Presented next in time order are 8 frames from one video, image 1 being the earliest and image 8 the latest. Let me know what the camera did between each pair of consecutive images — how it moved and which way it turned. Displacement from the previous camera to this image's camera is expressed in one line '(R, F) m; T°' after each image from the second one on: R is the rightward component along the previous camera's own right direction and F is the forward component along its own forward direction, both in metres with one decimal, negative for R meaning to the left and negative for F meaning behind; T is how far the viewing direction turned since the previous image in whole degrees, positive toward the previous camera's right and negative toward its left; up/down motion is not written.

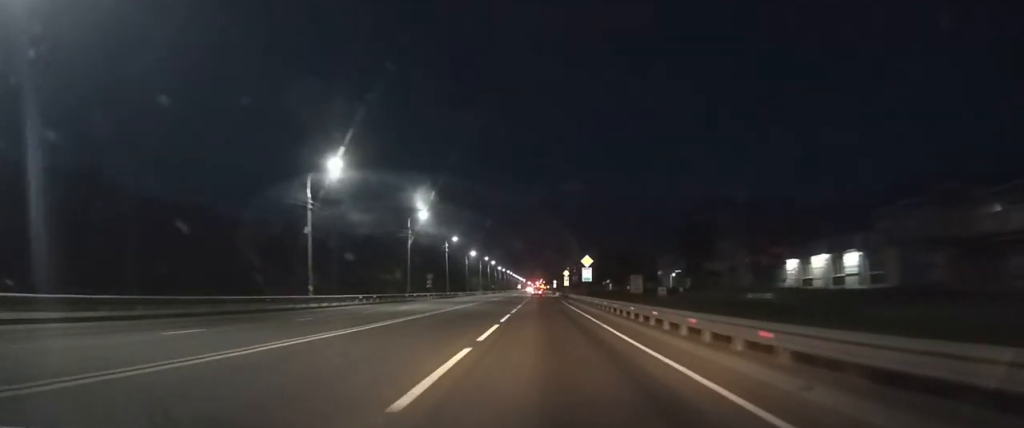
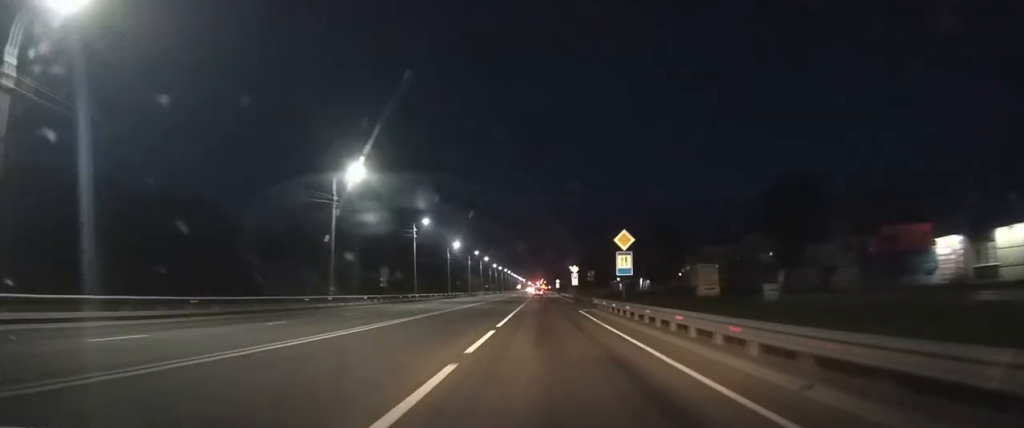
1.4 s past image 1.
(-0.1, +26.5) m; 0°
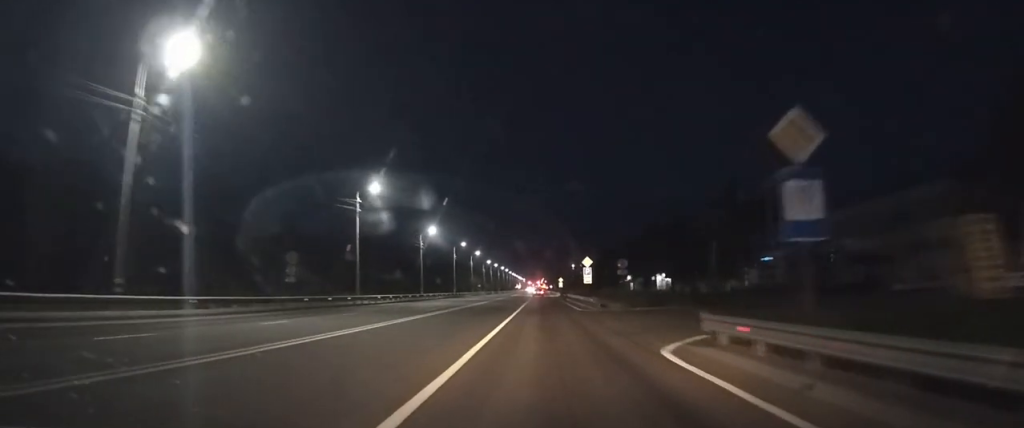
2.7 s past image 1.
(0.0, +24.1) m; 0°
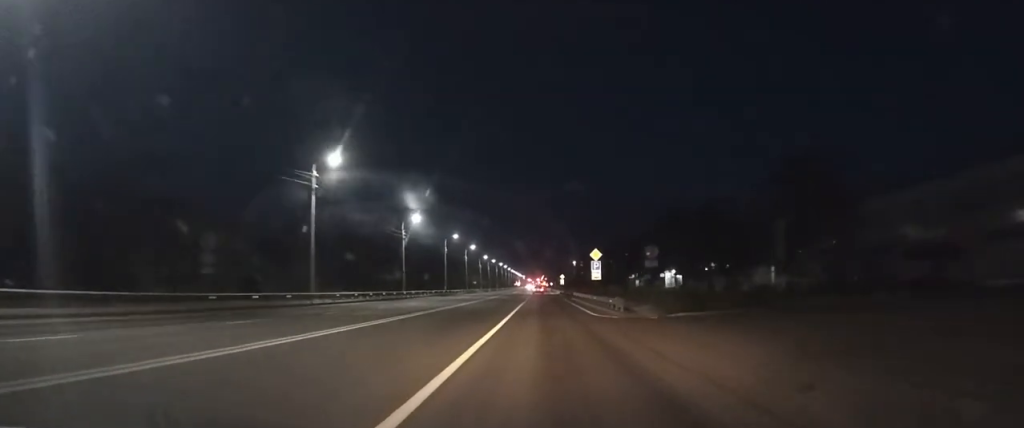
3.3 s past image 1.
(0.0, +10.5) m; 0°
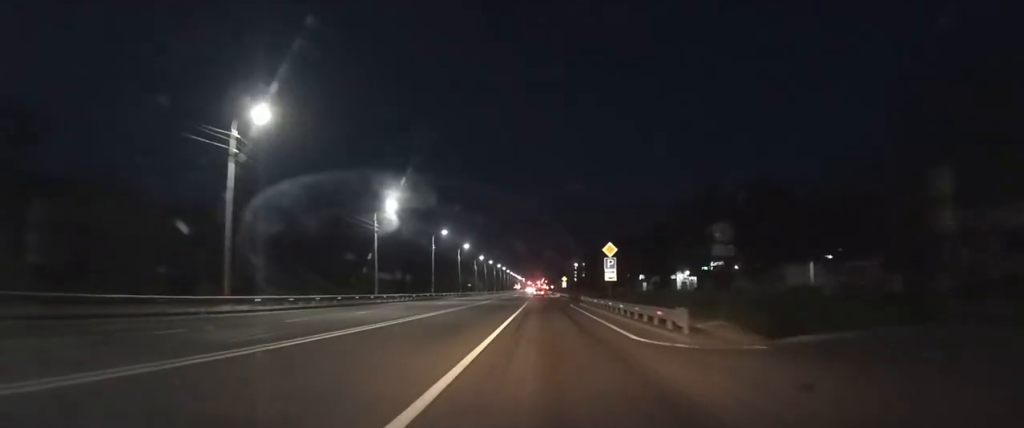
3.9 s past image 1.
(0.0, +11.7) m; 0°
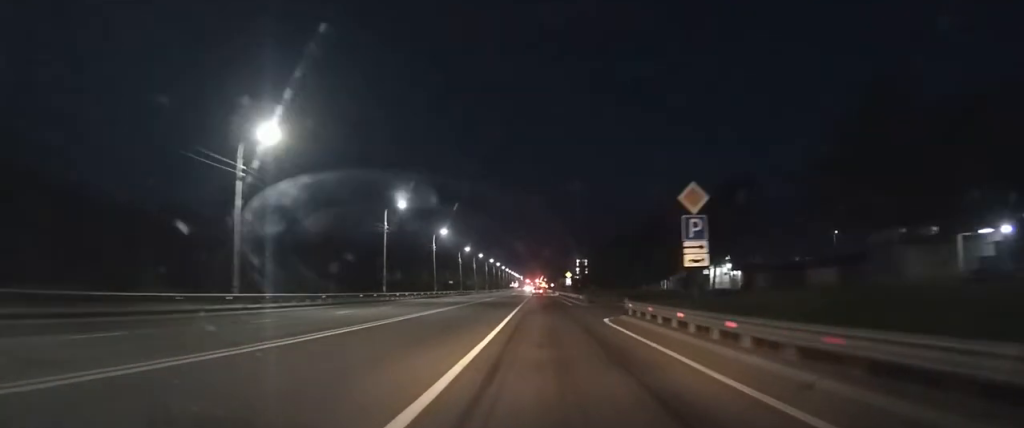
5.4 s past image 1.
(0.0, +26.4) m; -1°
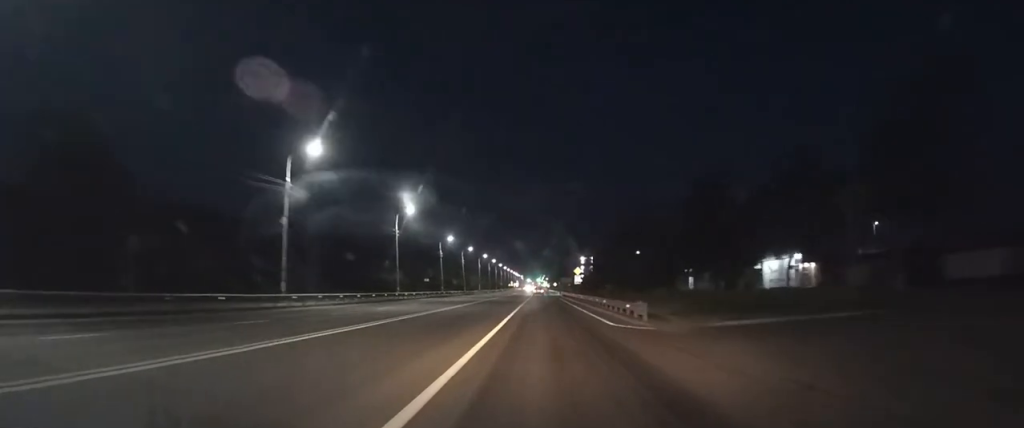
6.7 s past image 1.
(-0.2, +24.4) m; 0°
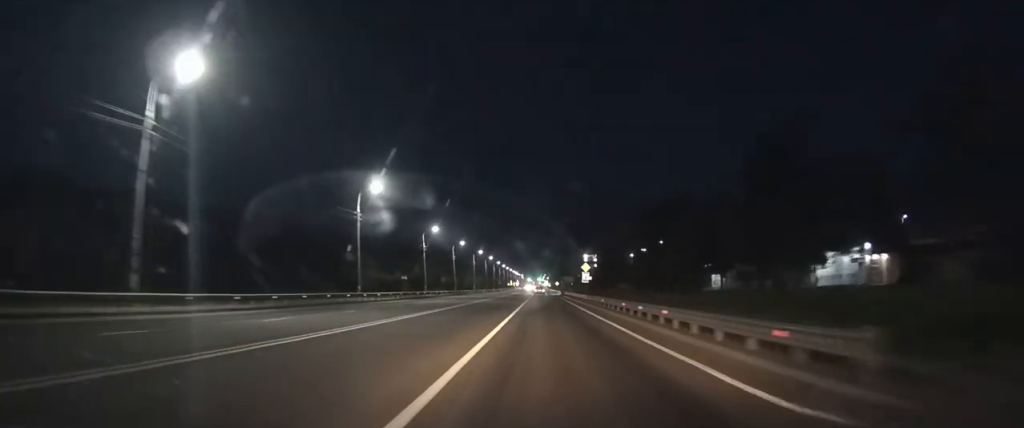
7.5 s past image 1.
(0.0, +14.6) m; 0°
